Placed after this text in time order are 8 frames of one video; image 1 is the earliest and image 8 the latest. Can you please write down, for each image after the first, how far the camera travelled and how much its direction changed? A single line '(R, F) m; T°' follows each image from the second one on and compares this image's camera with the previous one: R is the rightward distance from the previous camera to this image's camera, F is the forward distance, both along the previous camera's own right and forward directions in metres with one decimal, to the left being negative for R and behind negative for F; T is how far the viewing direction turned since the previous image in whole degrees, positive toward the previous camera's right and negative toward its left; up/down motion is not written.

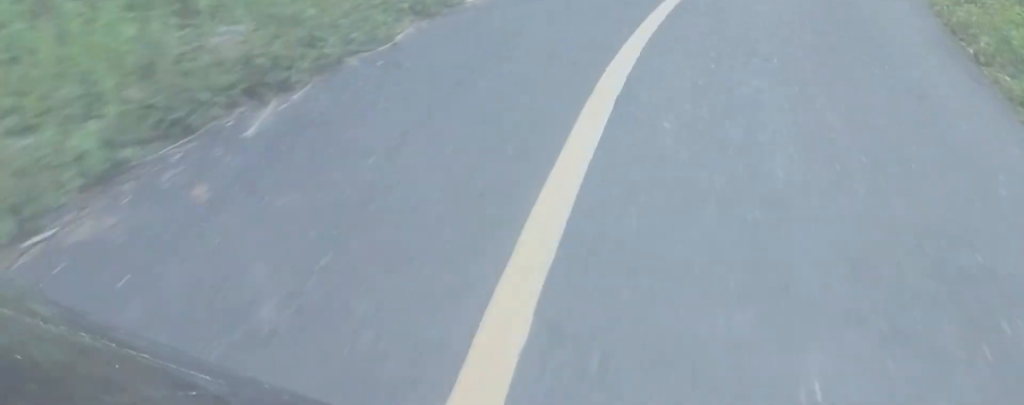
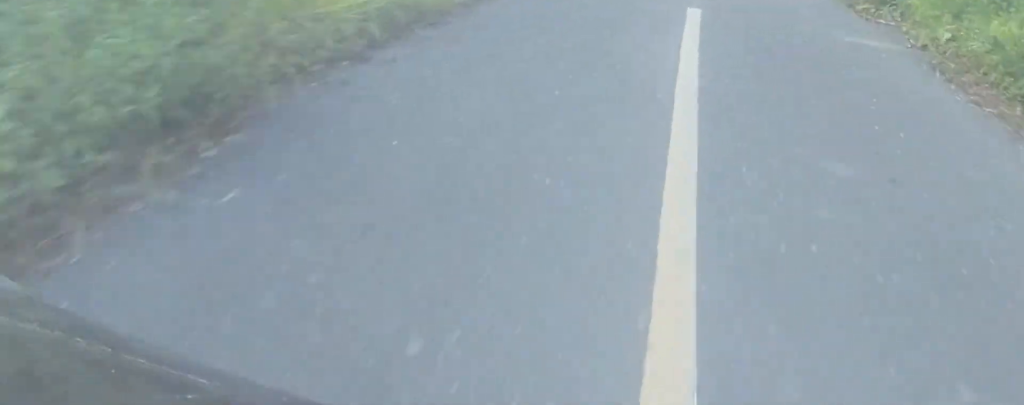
(+4.4, +16.9) m; +22°
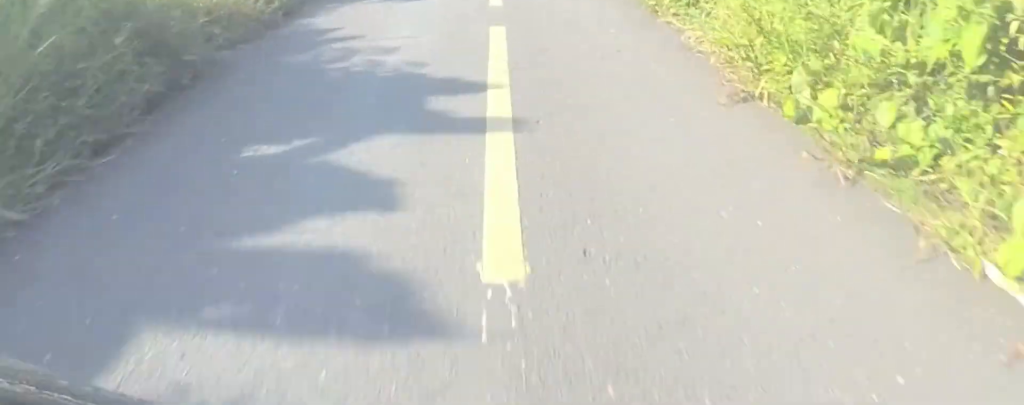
(+1.1, +14.4) m; -5°
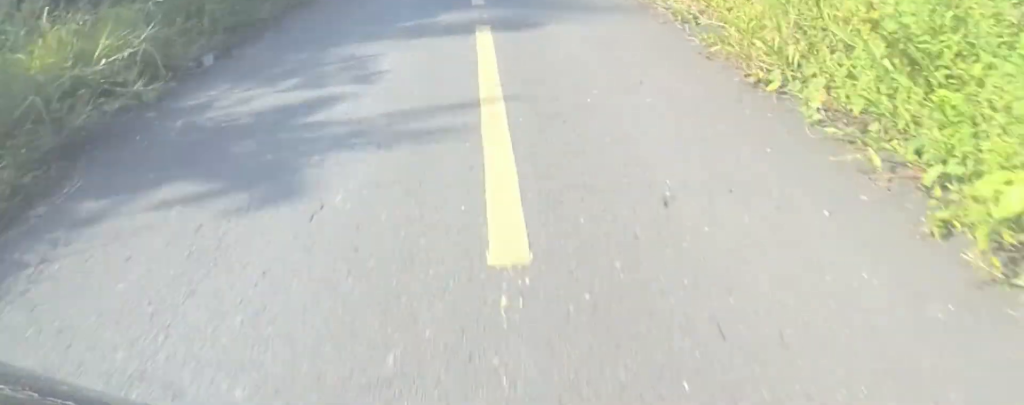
(-0.2, +3.8) m; -5°
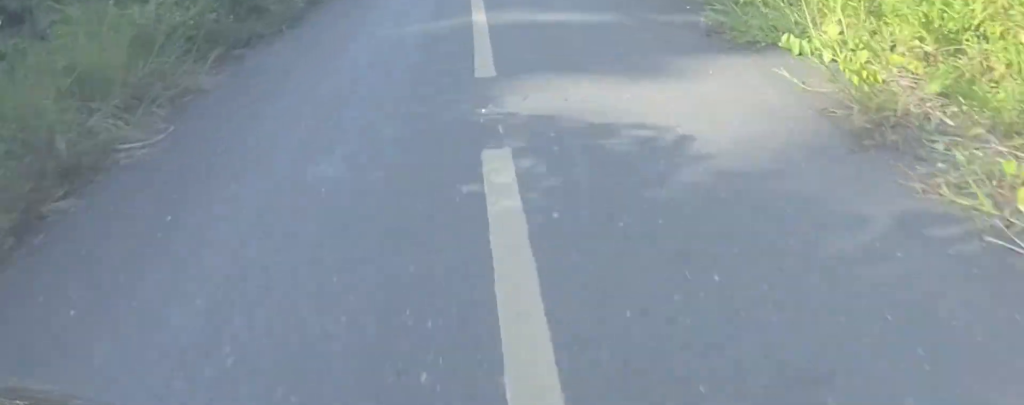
(-1.1, +6.0) m; -8°
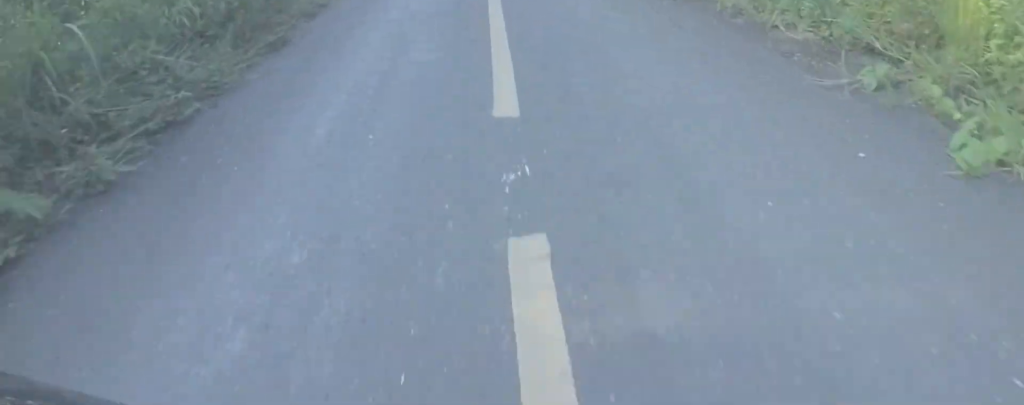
(+0.2, +3.8) m; +6°
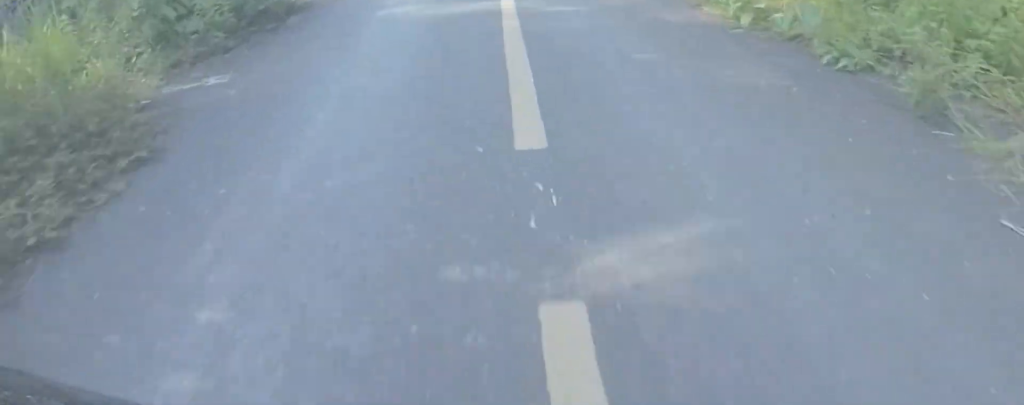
(0.0, +3.6) m; +6°
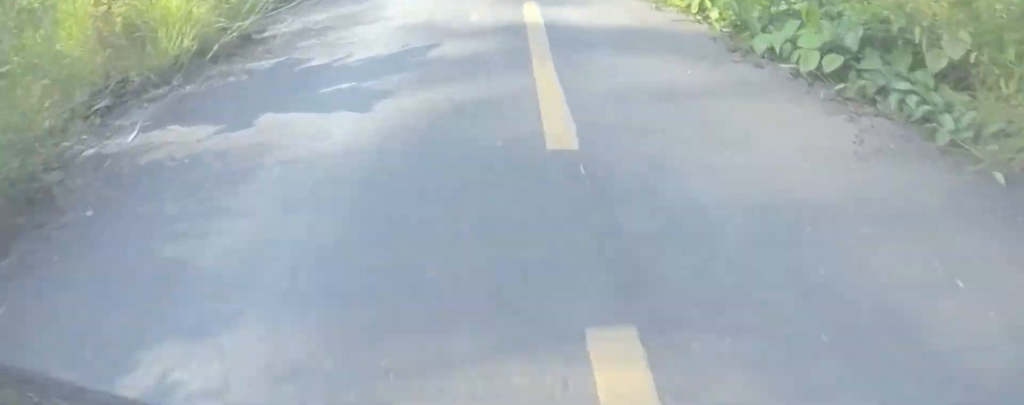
(+0.4, +3.0) m; +6°
